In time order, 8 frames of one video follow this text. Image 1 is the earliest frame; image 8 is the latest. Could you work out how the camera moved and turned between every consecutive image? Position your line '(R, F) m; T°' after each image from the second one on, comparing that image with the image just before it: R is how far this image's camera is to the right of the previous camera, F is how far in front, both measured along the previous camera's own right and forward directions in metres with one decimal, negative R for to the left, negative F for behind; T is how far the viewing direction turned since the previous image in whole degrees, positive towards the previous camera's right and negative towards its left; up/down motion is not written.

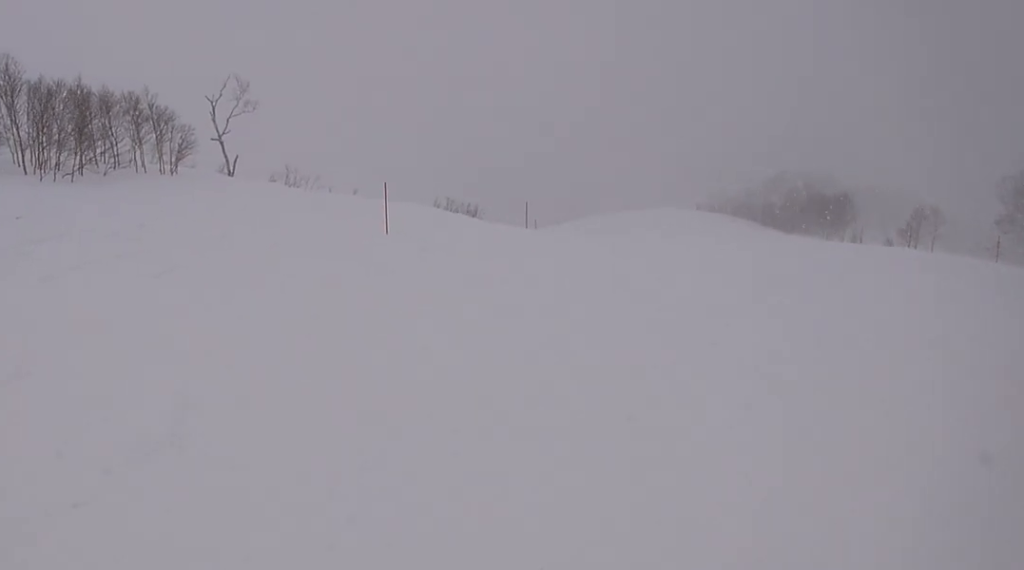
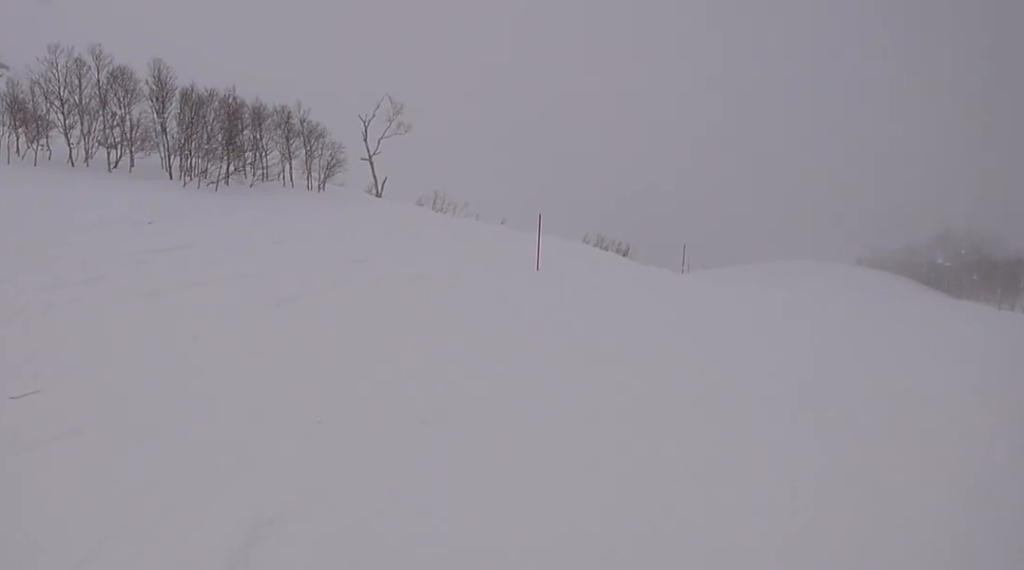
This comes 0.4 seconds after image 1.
(0.0, +1.9) m; +2°
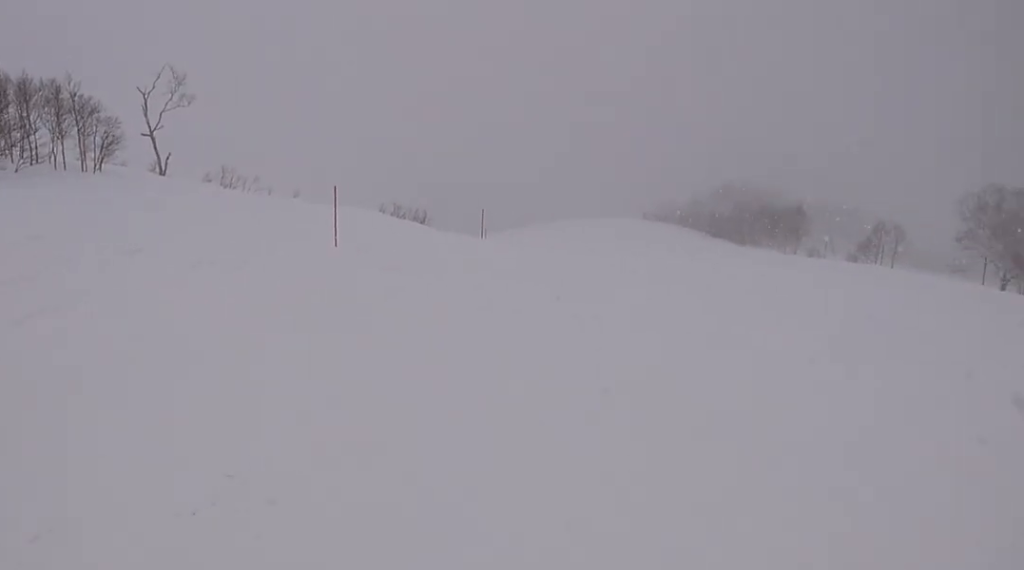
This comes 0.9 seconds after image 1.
(+0.2, +1.7) m; +4°
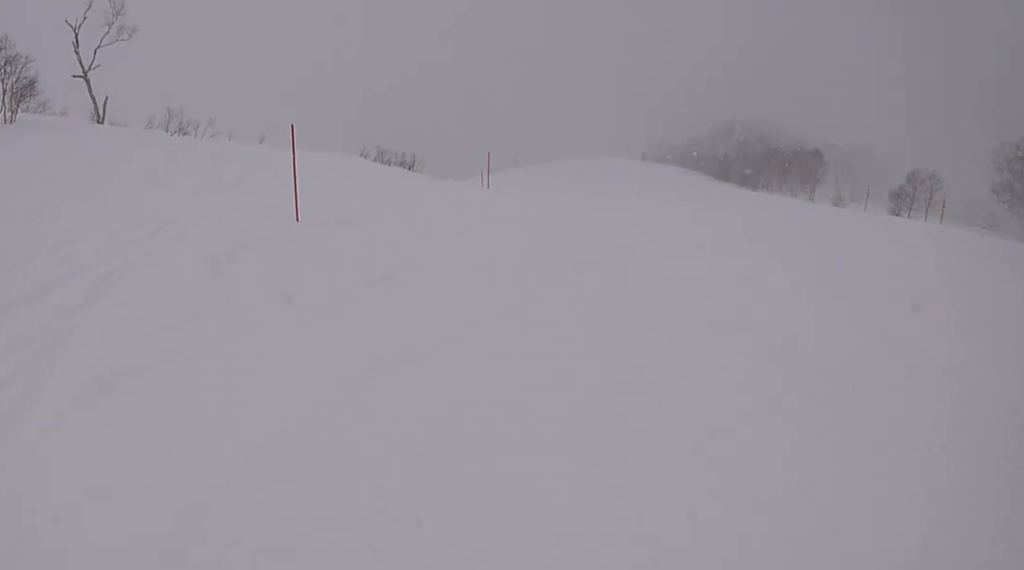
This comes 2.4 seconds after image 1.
(+0.6, +6.5) m; +3°
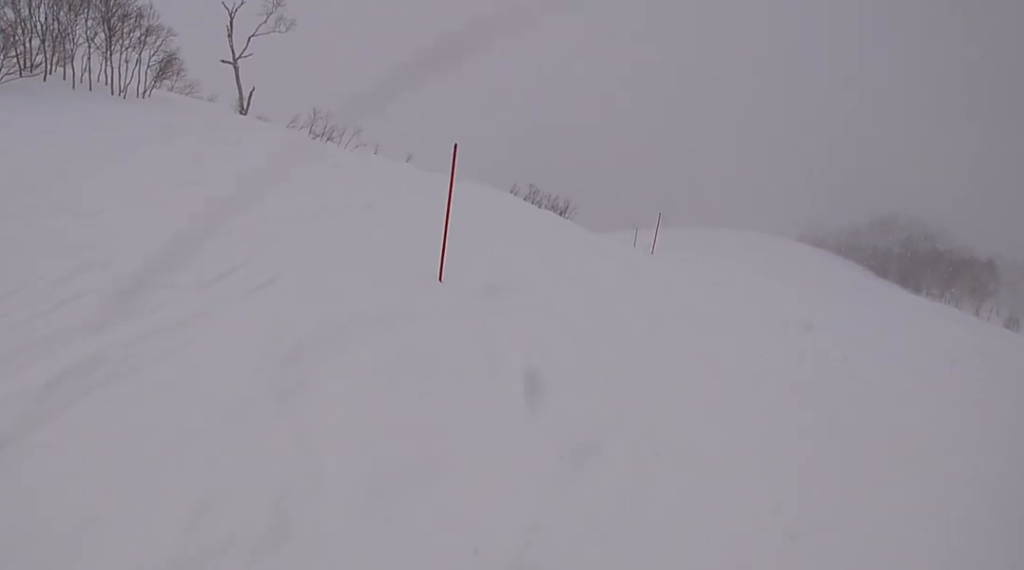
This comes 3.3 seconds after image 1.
(+0.1, +3.6) m; -12°
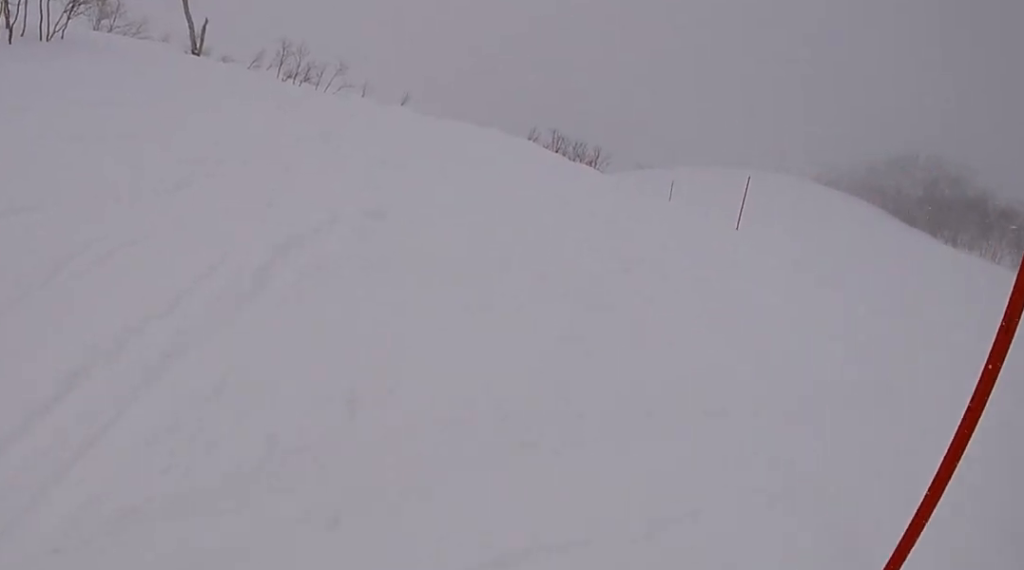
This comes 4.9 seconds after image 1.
(-0.8, +6.3) m; -4°
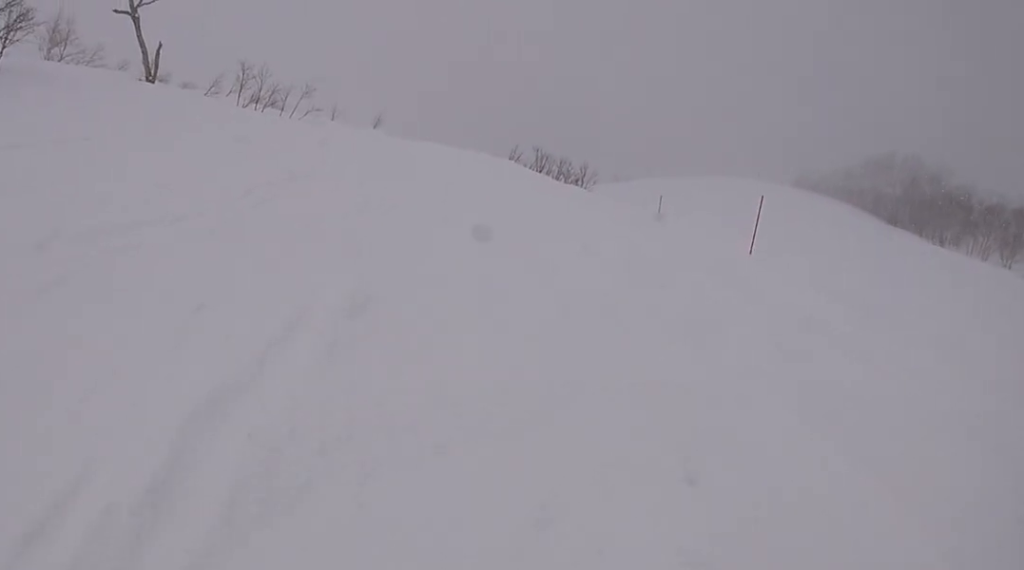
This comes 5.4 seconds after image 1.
(+0.1, +2.3) m; +2°
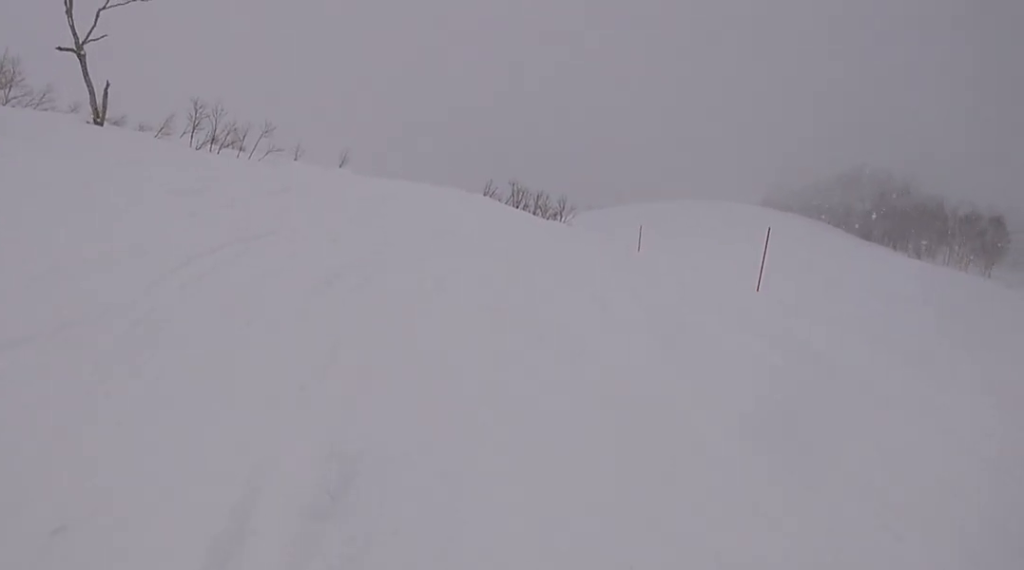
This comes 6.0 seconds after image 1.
(-0.4, +2.0) m; +2°
